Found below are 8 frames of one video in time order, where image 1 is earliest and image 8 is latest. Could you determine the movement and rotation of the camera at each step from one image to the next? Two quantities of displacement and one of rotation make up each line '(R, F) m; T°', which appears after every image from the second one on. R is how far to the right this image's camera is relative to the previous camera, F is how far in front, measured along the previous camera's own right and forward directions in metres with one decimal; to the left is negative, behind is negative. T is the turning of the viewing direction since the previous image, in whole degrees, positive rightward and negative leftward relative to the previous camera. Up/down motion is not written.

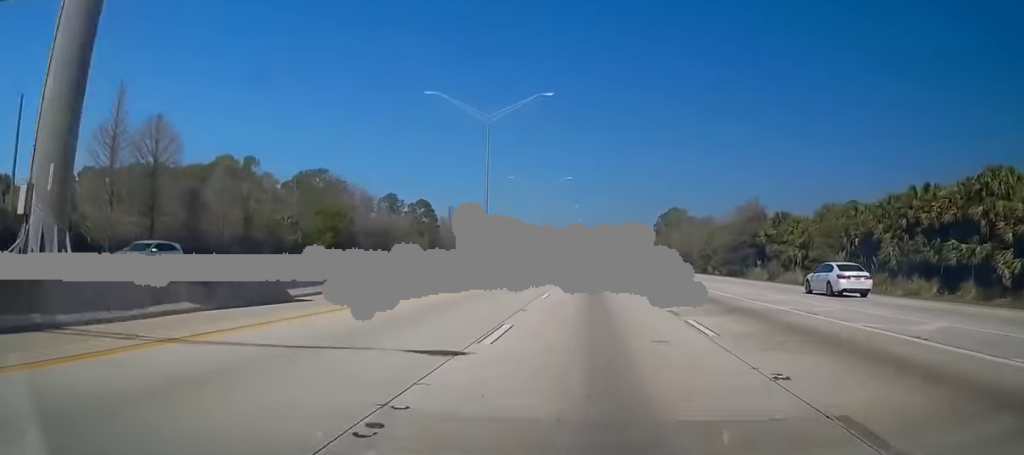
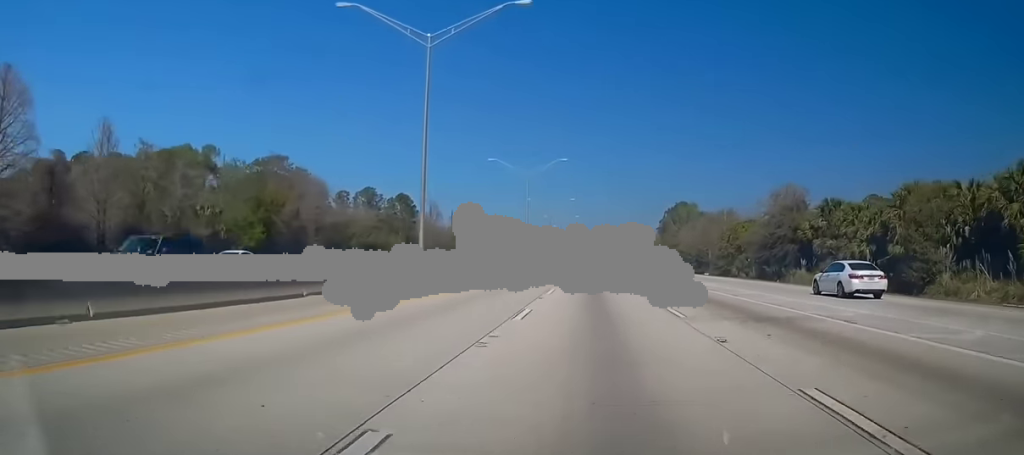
(0.0, +20.6) m; 0°
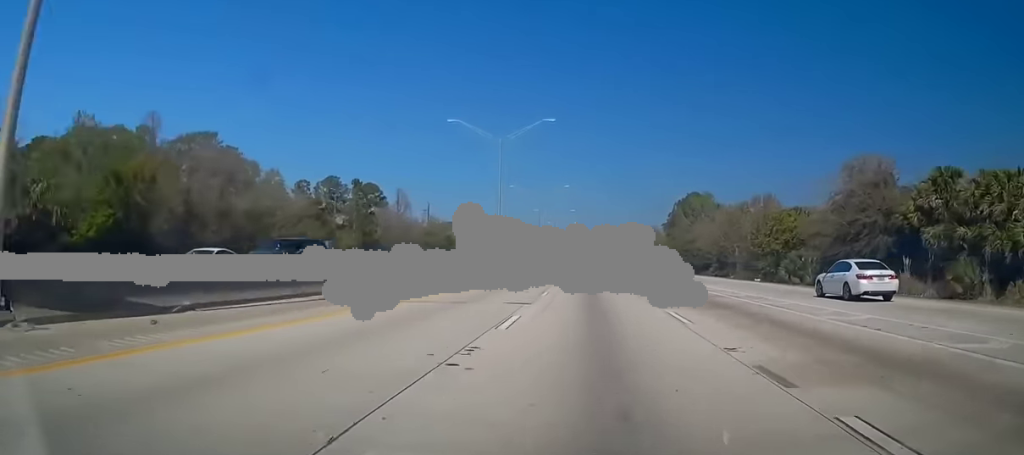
(-0.3, +25.1) m; 0°
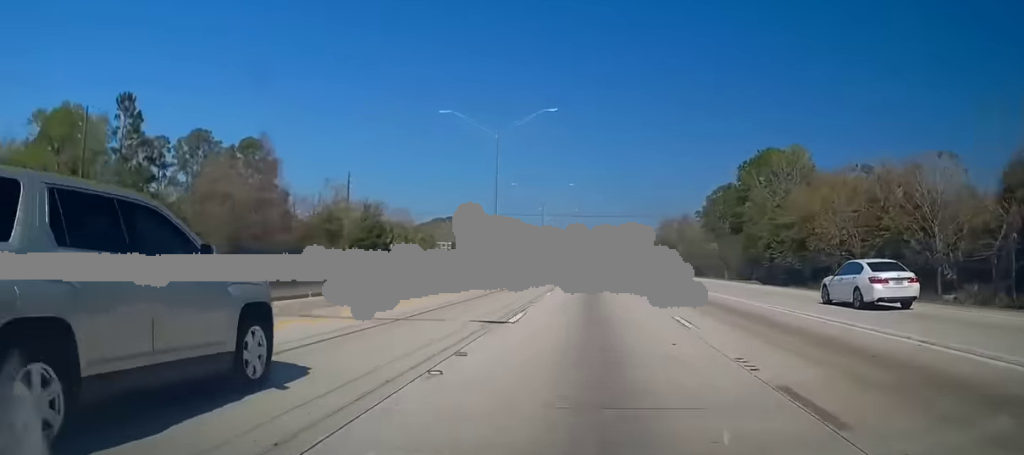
(+0.1, +62.1) m; -1°
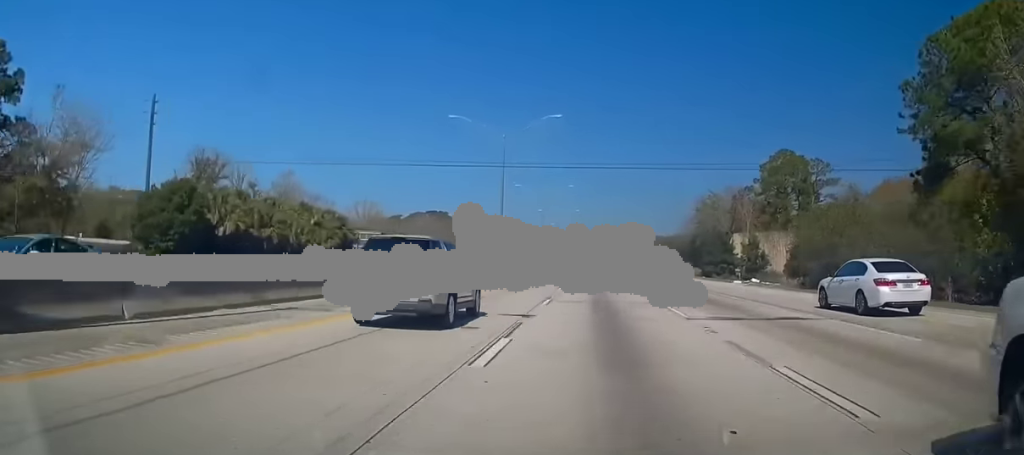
(+0.4, +54.2) m; 0°
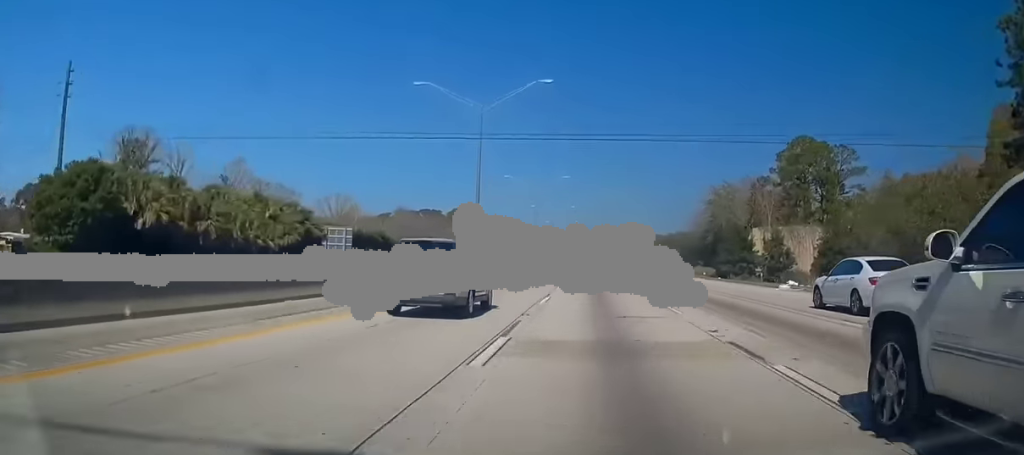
(-0.2, +12.7) m; 0°
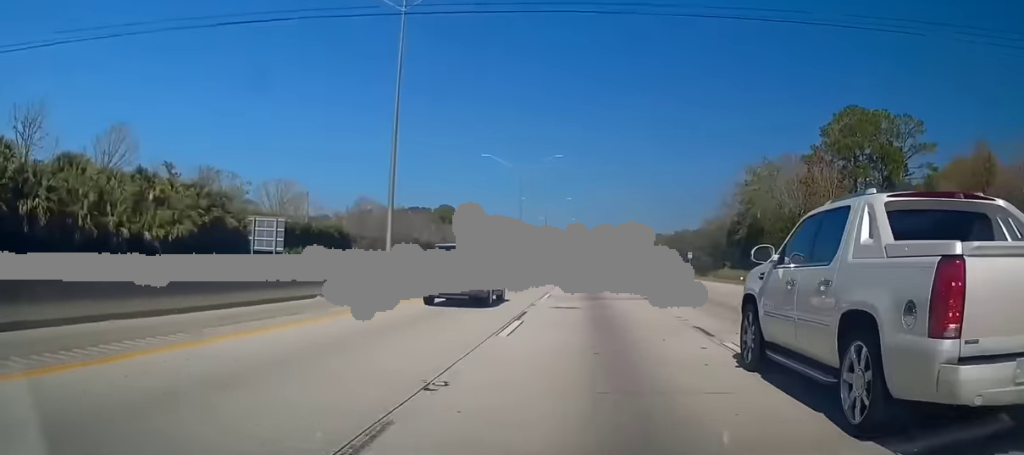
(+0.1, +20.8) m; 0°
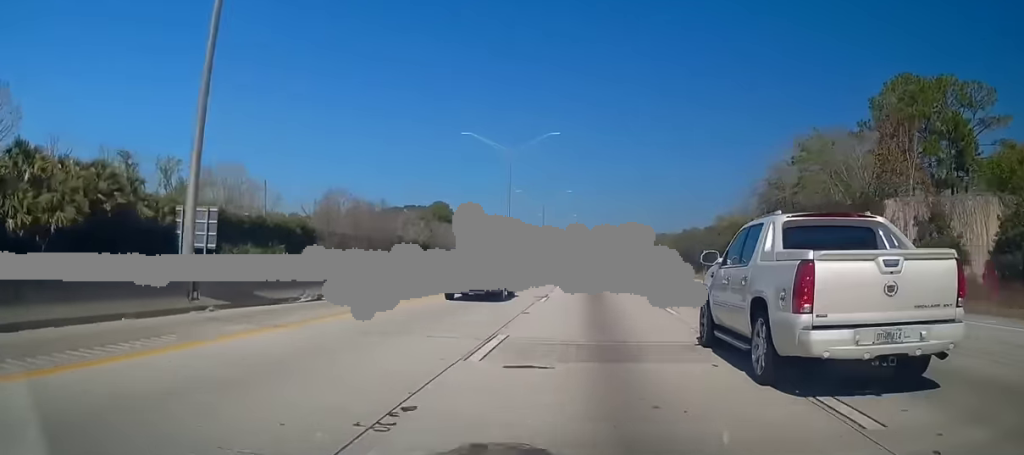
(+0.3, +15.0) m; 0°
